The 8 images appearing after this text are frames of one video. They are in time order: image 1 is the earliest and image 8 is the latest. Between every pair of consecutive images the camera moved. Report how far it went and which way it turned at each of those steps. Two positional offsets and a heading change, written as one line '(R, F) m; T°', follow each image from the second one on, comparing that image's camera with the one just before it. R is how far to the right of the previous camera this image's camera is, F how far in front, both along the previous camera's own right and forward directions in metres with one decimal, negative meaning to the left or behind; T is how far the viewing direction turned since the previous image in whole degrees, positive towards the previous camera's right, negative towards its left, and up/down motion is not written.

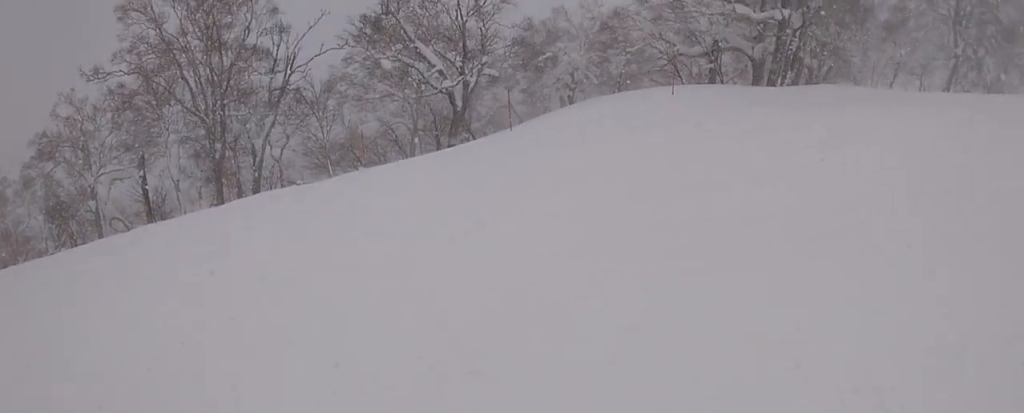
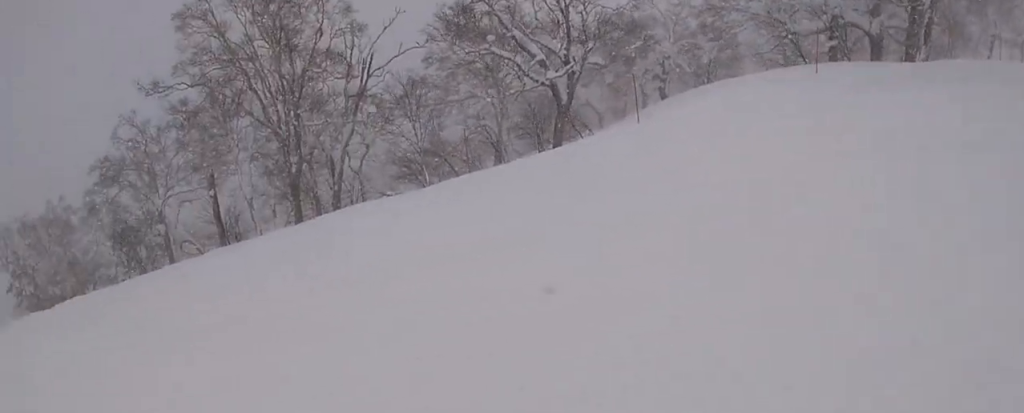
(0.0, +4.2) m; 0°
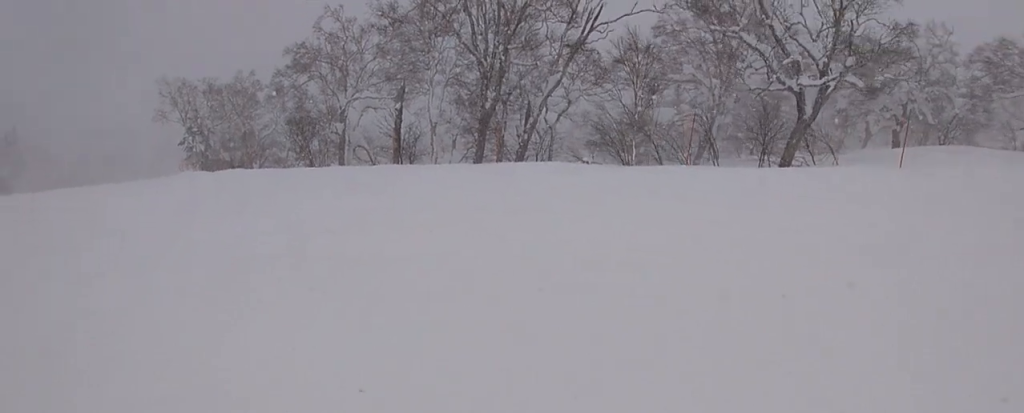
(0.0, +3.1) m; 0°
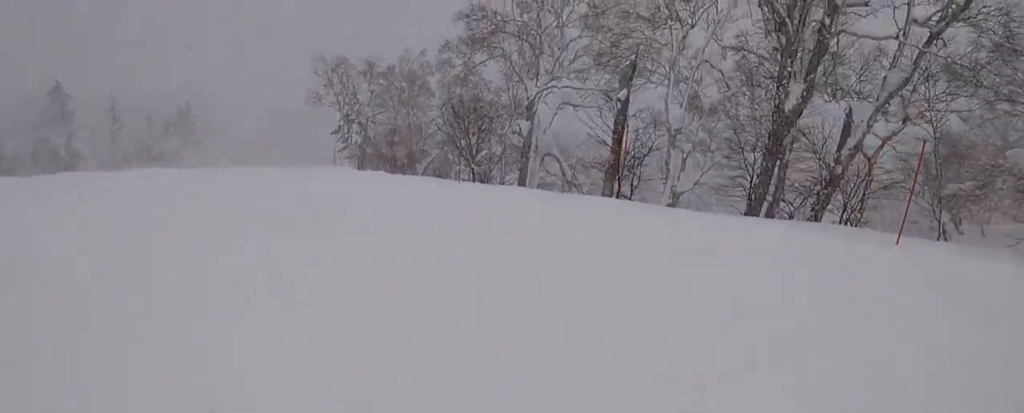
(-0.5, +14.4) m; -13°
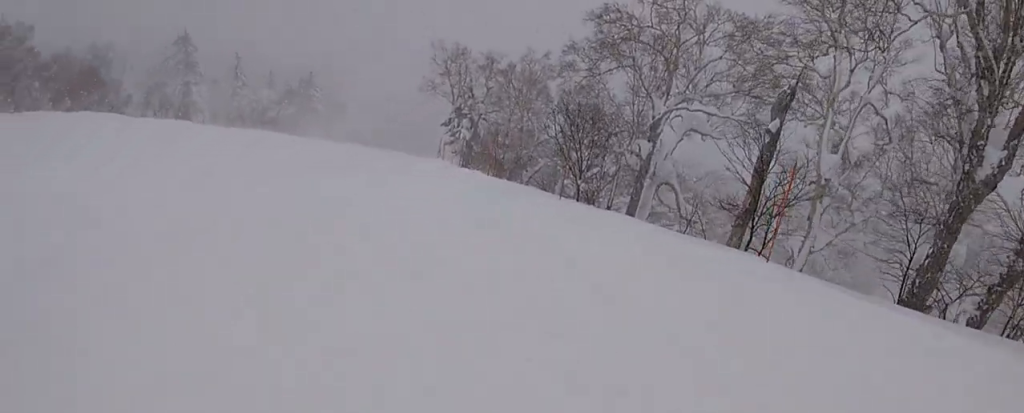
(-0.4, +3.4) m; -7°
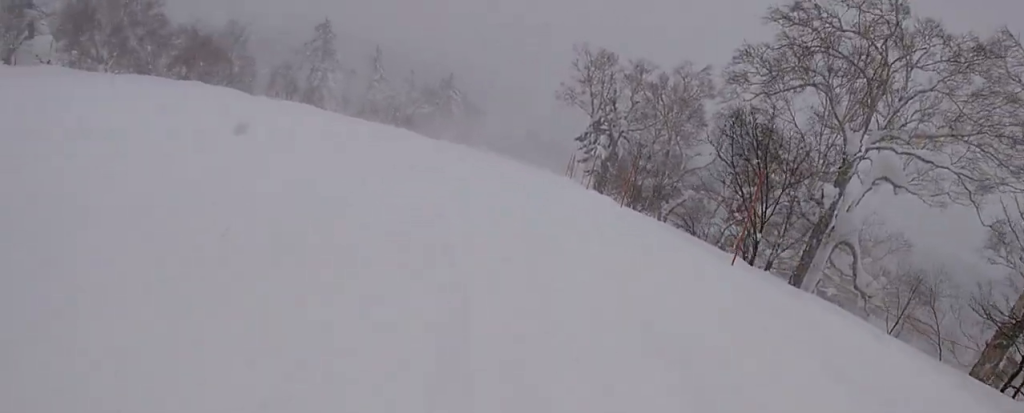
(-0.5, +5.7) m; -15°
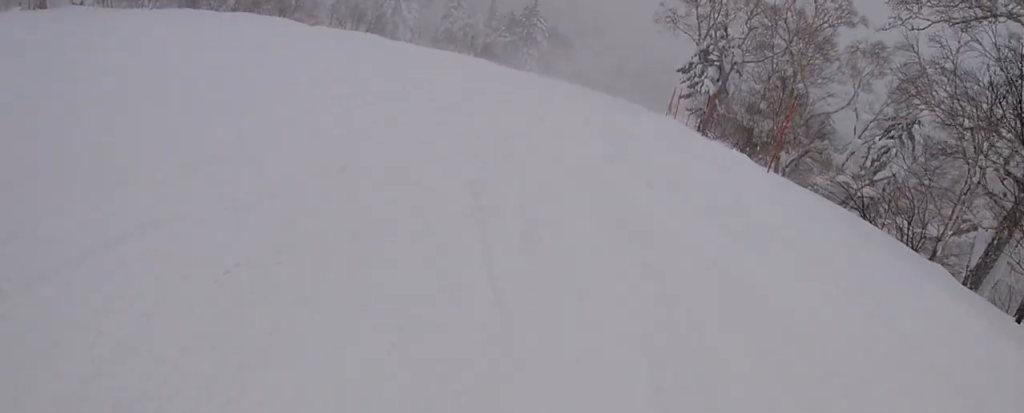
(-0.3, +4.9) m; -15°
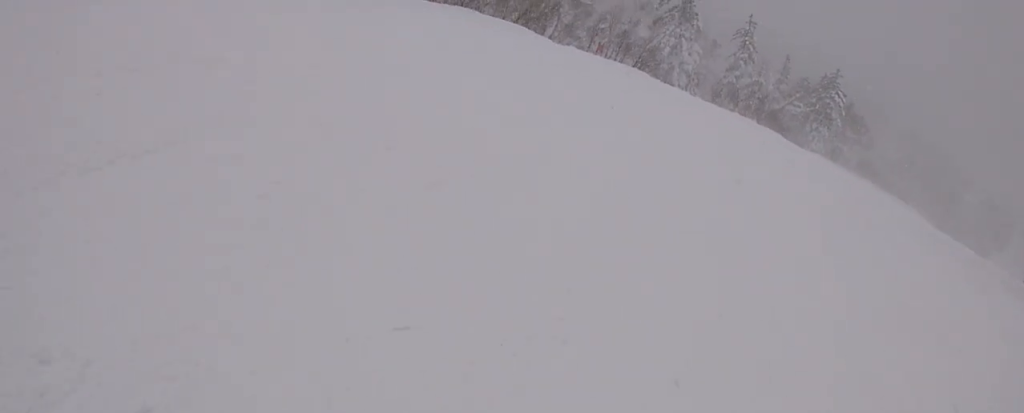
(-2.3, +12.7) m; -11°
